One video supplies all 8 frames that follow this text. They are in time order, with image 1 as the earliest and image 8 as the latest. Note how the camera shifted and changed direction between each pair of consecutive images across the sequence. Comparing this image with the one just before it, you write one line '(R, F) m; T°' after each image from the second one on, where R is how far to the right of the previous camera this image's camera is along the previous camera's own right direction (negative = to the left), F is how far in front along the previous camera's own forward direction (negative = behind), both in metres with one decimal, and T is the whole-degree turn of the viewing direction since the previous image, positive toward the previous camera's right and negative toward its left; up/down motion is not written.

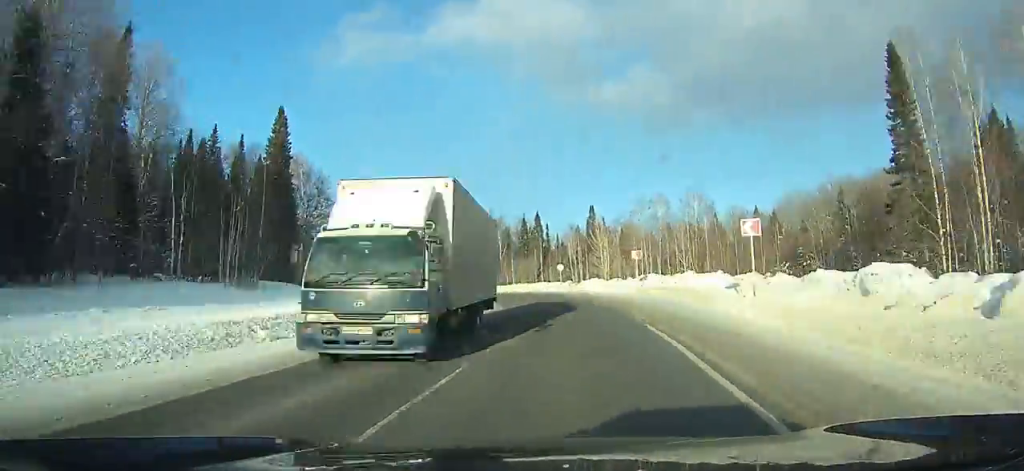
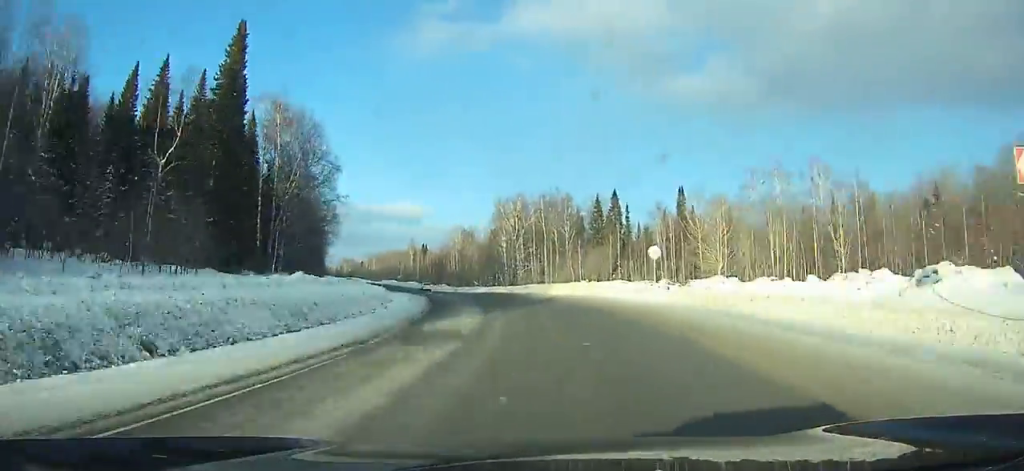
(-2.2, +32.6) m; -7°
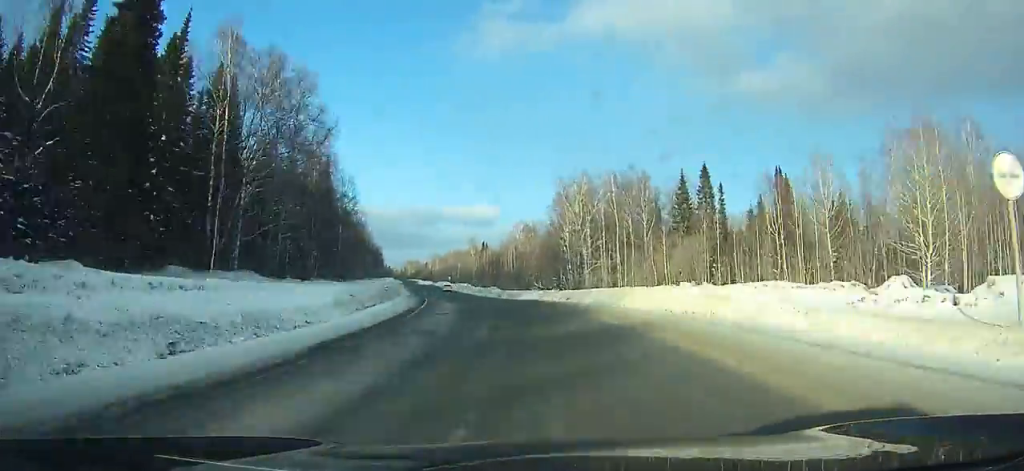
(+0.8, +24.8) m; -5°
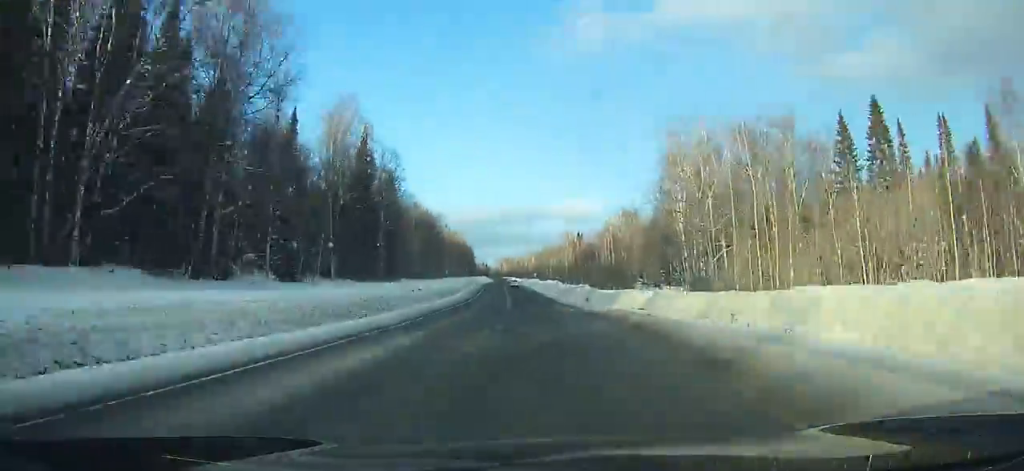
(-4.0, +29.3) m; -7°
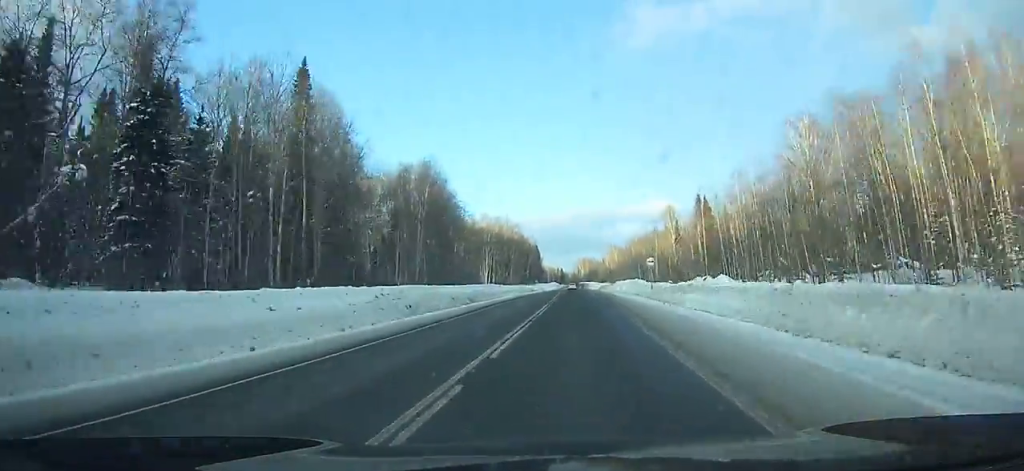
(-11.8, +89.6) m; -10°
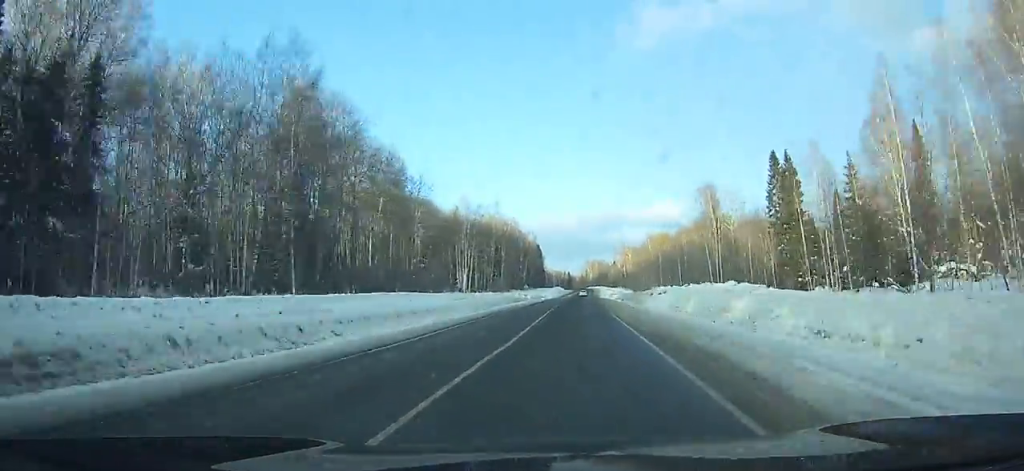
(-0.3, +43.8) m; 0°
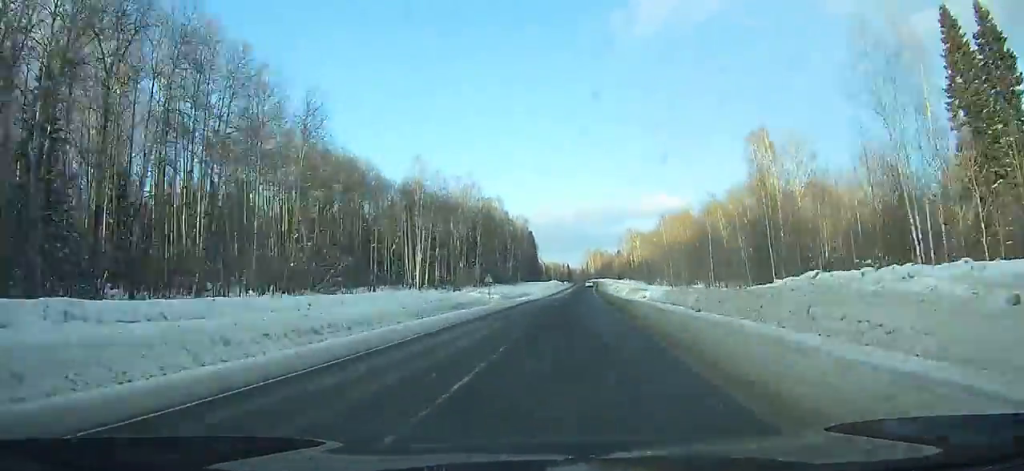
(+0.1, +39.6) m; 0°
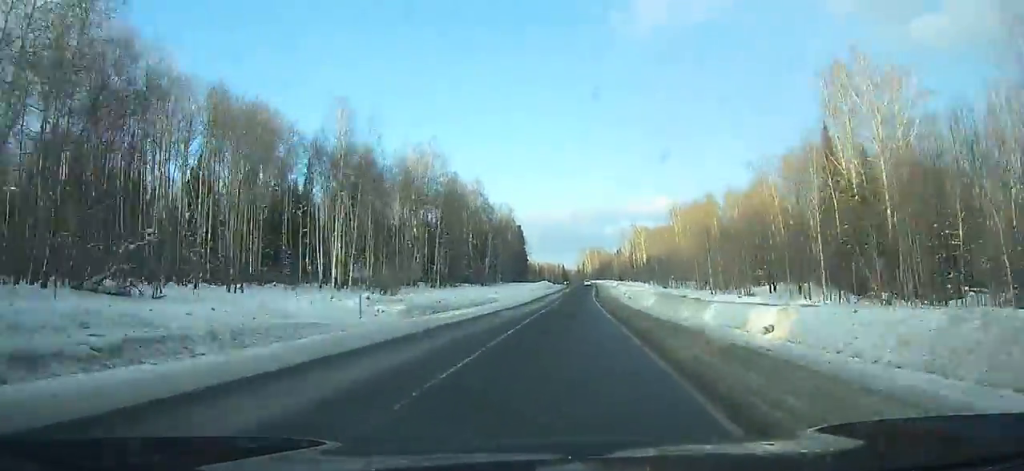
(+0.1, +31.5) m; 0°
